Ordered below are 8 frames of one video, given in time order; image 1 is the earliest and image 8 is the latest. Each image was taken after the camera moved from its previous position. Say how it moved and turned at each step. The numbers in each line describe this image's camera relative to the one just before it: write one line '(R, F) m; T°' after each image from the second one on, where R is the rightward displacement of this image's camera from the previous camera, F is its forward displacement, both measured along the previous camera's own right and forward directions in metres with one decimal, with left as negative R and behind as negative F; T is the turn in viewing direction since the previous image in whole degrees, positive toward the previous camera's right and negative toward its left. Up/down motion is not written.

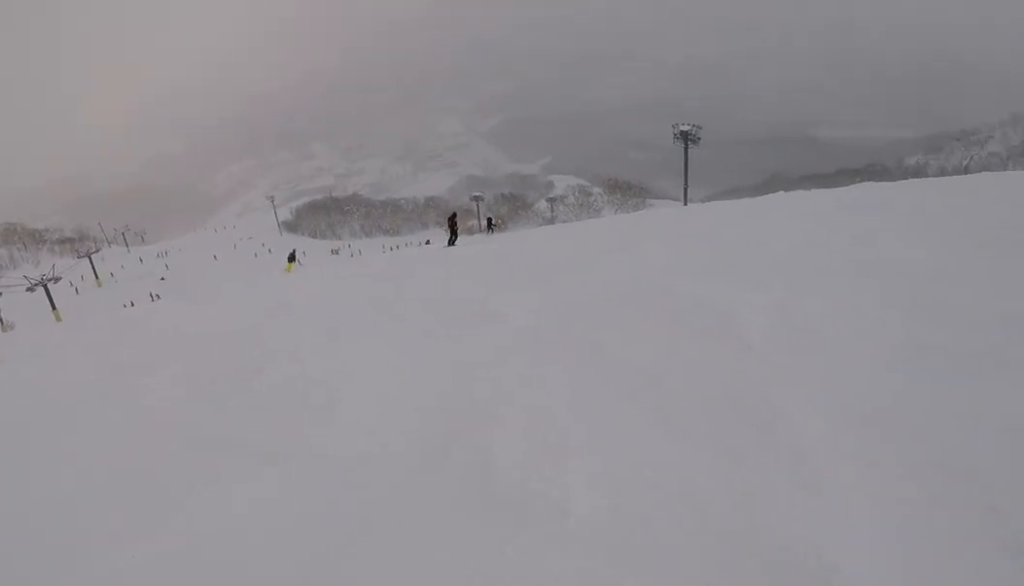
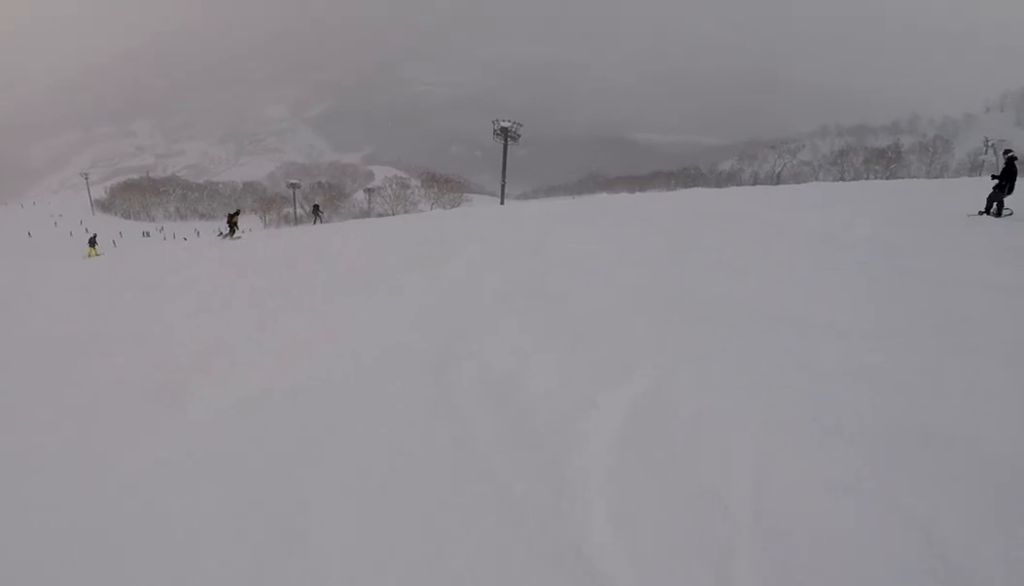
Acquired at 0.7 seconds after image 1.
(+1.6, +3.3) m; +1°
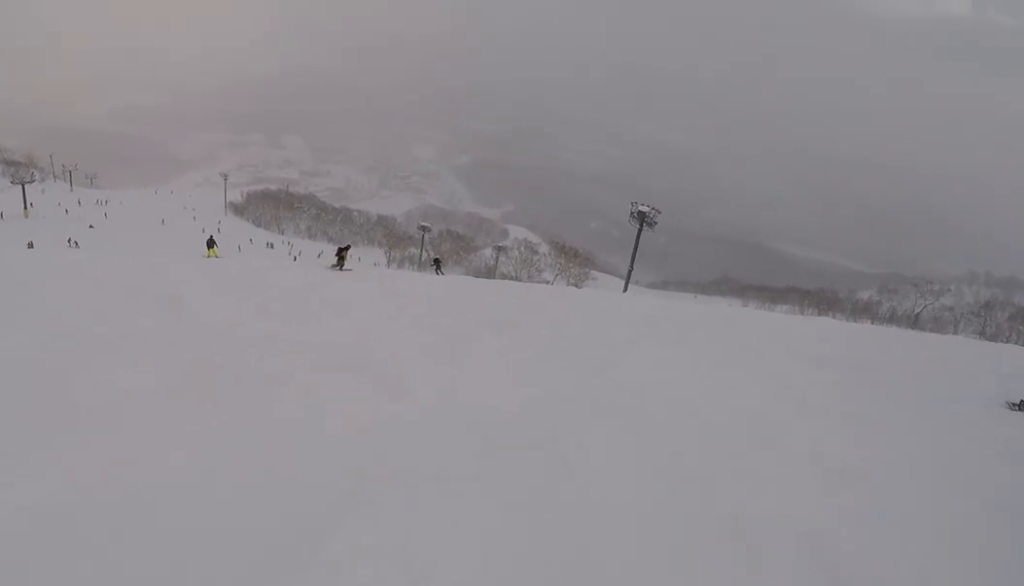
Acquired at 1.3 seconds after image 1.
(-1.2, +2.7) m; -25°
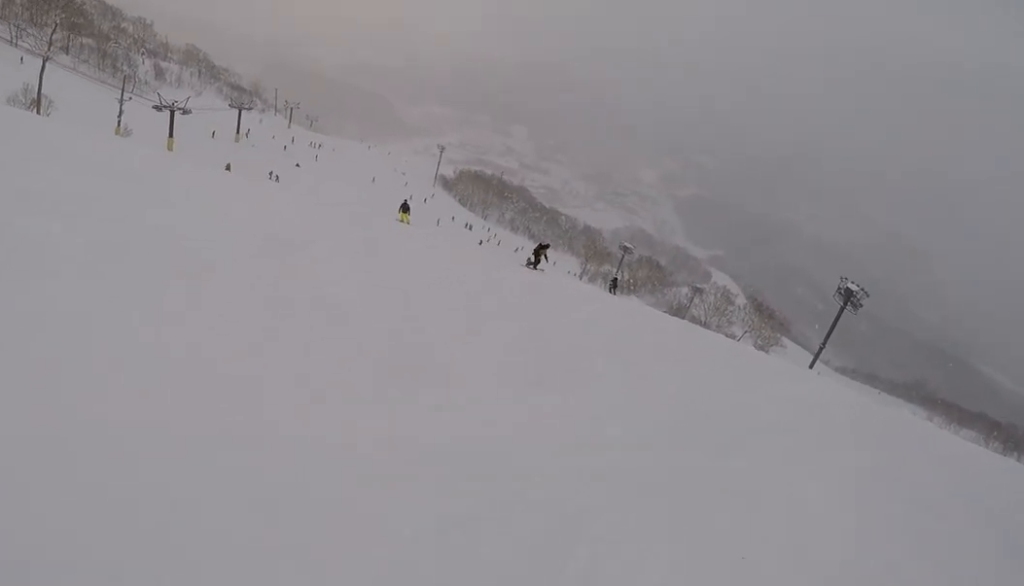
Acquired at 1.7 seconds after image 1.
(-0.2, +2.2) m; -16°
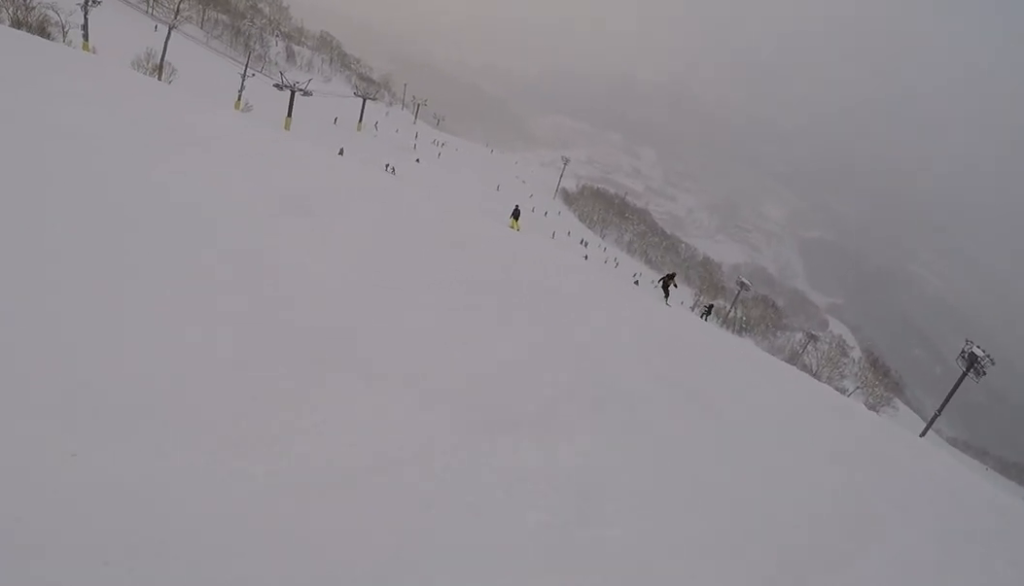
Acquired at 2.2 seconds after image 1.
(-0.6, +2.3) m; -8°
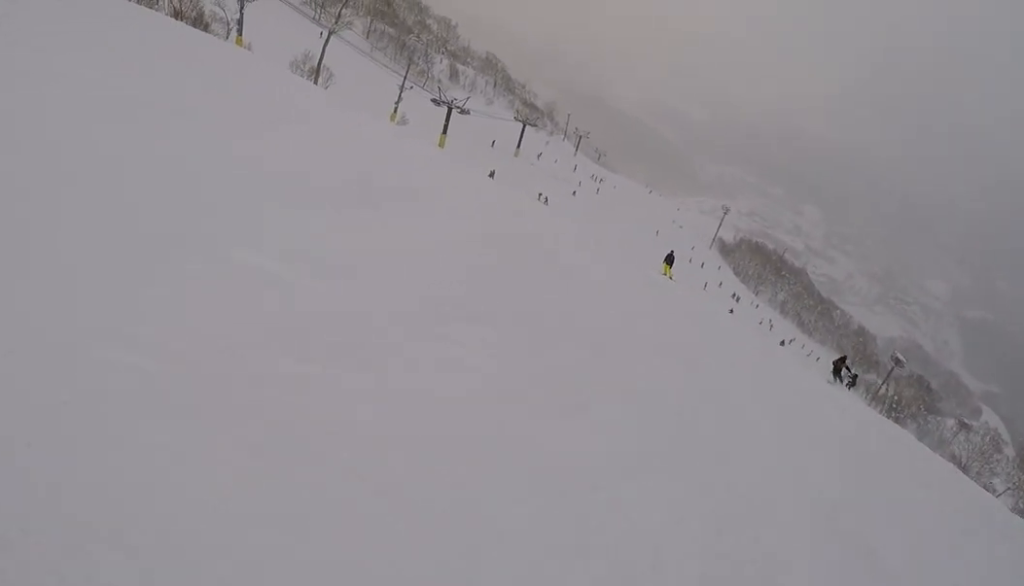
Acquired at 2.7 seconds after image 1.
(-0.3, +2.3) m; -8°
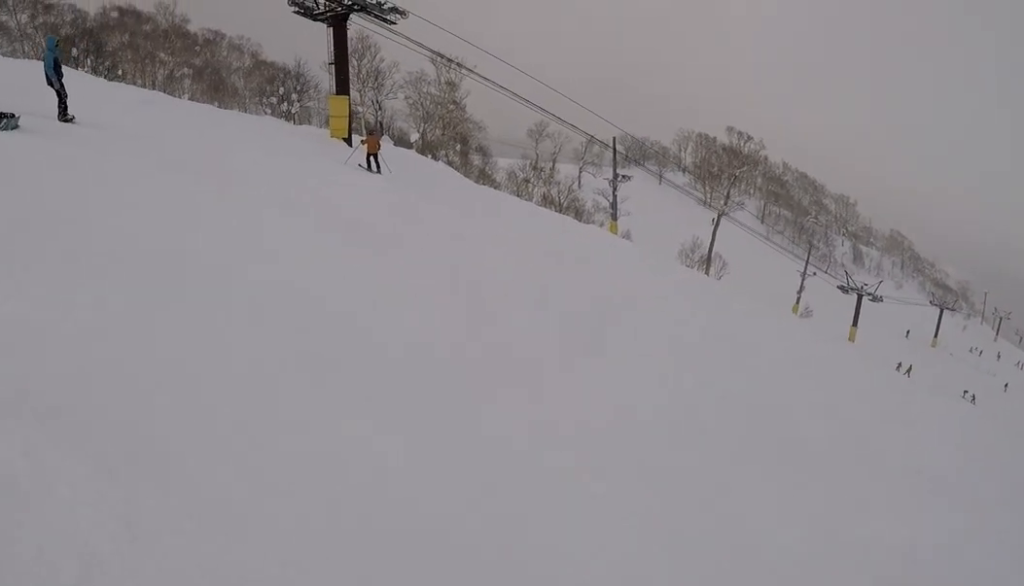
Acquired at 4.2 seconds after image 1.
(-1.8, +7.4) m; -19°
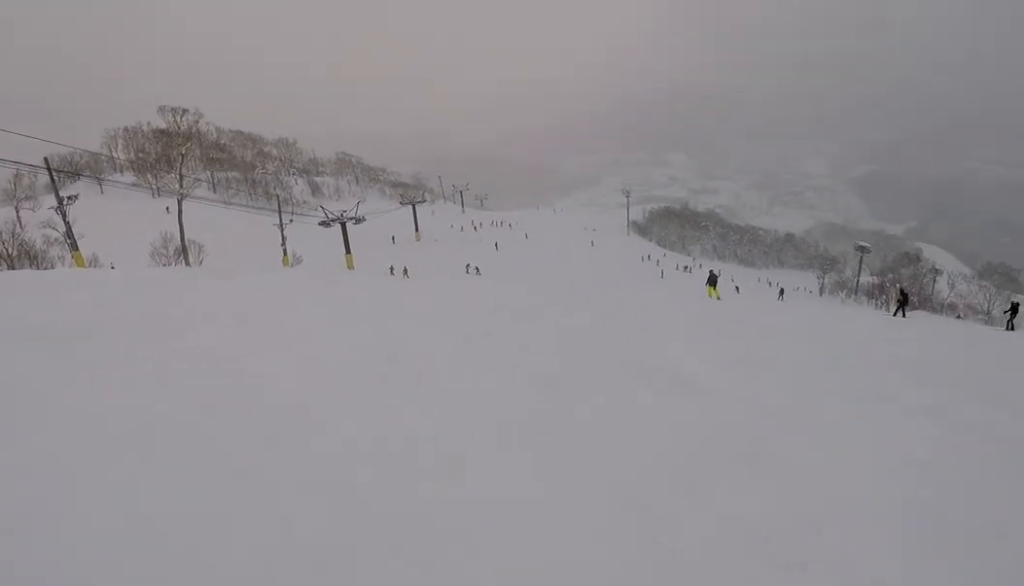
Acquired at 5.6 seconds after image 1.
(+1.0, +6.0) m; +35°
